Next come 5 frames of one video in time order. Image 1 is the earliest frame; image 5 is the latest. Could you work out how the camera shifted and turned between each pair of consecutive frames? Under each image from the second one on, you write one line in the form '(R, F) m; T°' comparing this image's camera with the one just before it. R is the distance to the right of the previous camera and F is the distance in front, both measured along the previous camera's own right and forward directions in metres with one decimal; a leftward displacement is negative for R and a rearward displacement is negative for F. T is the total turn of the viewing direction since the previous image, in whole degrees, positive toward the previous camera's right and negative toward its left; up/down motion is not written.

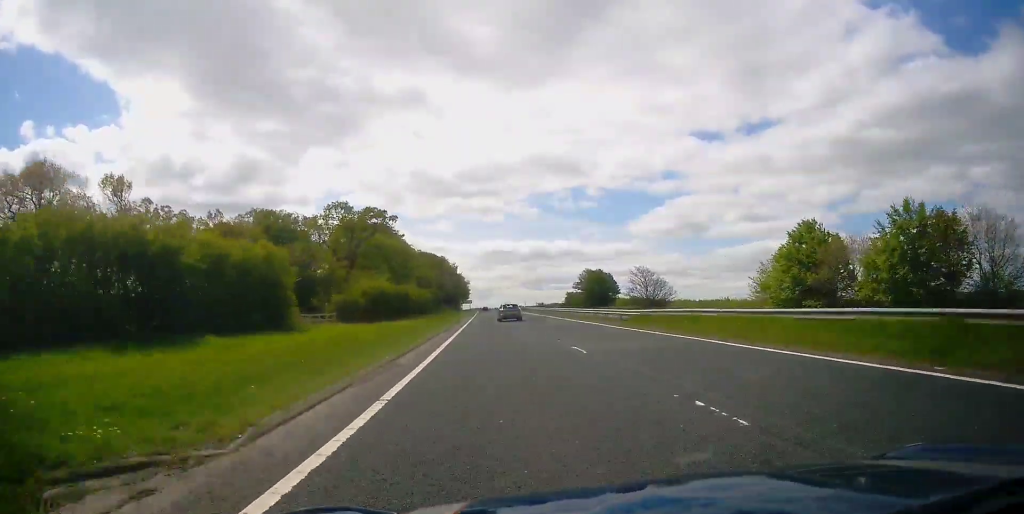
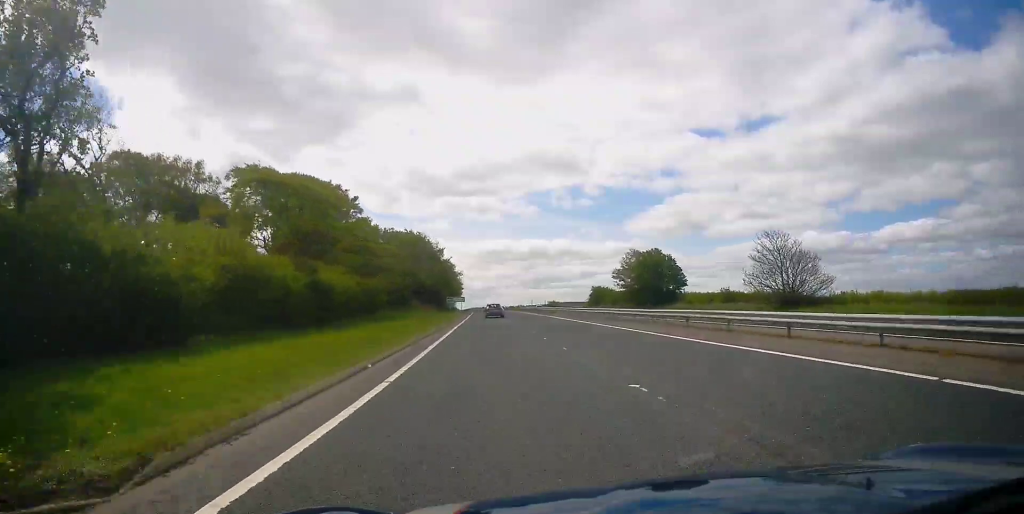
(0.0, +52.9) m; 0°
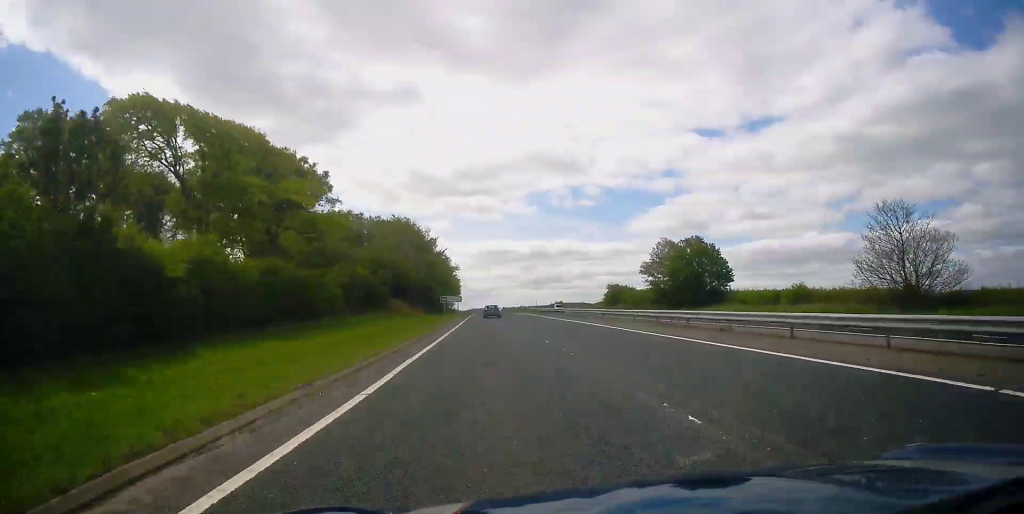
(0.0, +18.8) m; 0°
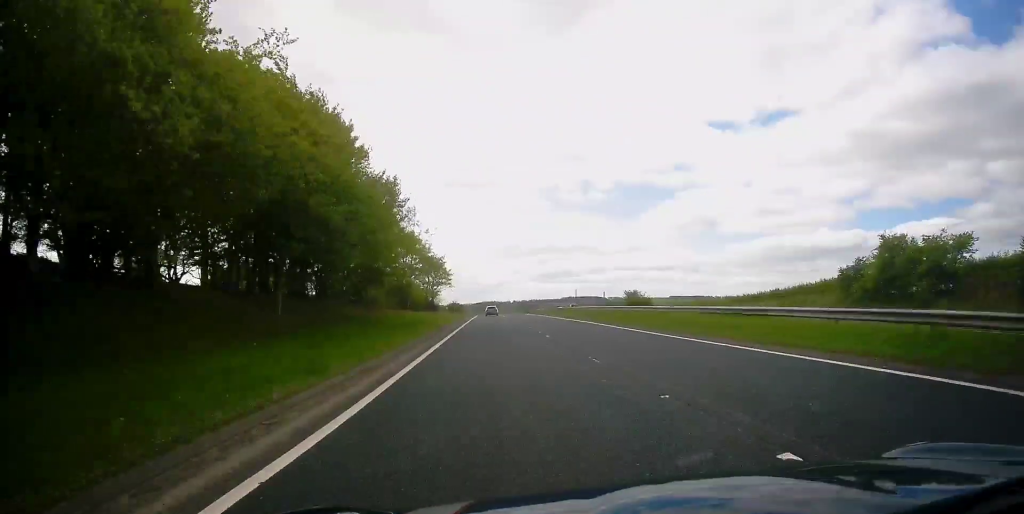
(-1.0, +100.5) m; -1°
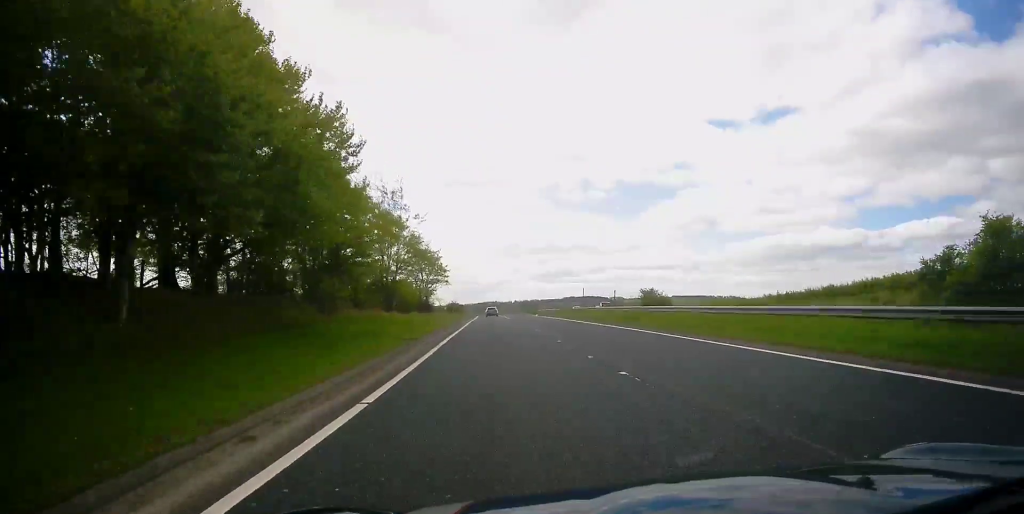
(0.0, +12.3) m; 0°
